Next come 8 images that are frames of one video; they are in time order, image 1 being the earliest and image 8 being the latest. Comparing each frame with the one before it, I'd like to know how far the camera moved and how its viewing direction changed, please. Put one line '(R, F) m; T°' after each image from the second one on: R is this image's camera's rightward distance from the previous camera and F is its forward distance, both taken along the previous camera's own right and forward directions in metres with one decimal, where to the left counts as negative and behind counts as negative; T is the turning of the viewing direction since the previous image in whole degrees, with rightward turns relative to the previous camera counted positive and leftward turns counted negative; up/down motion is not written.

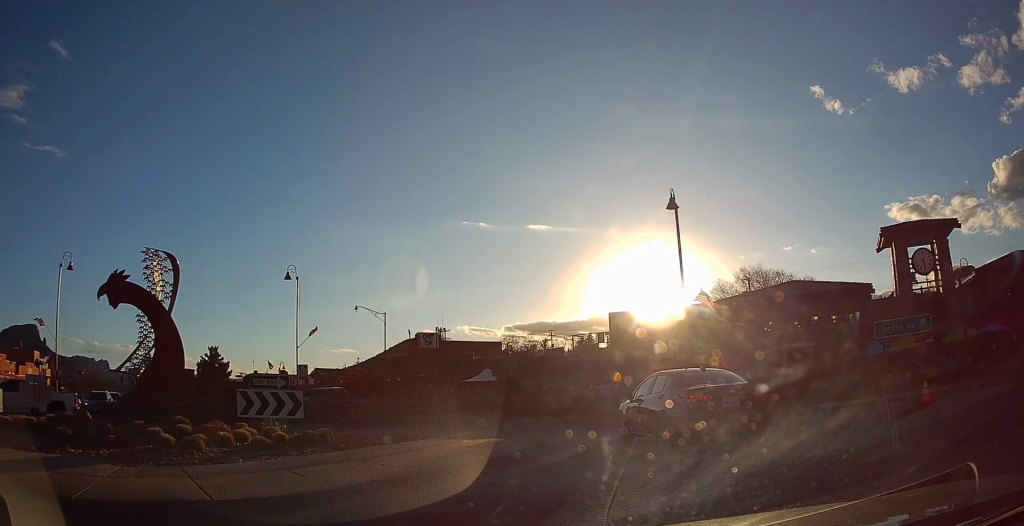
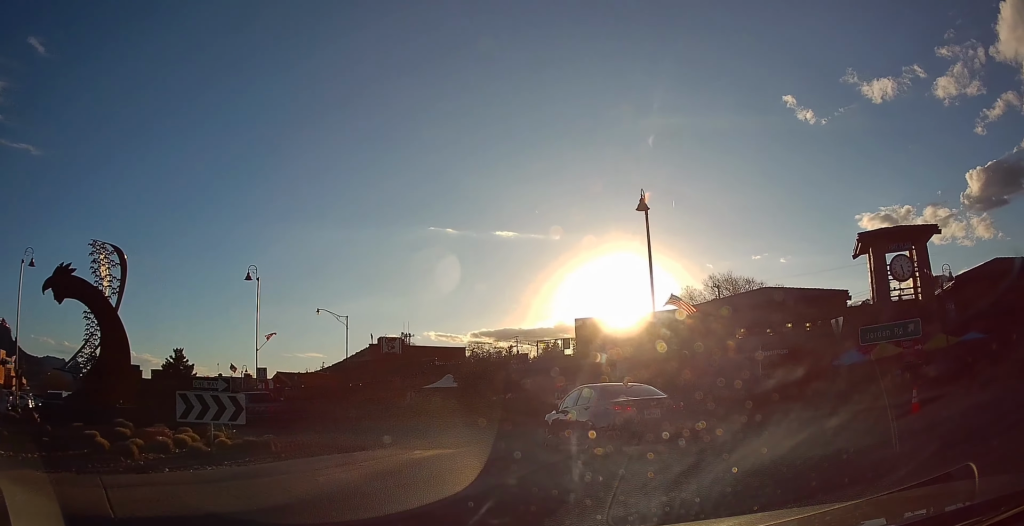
(0.0, +0.8) m; +2°
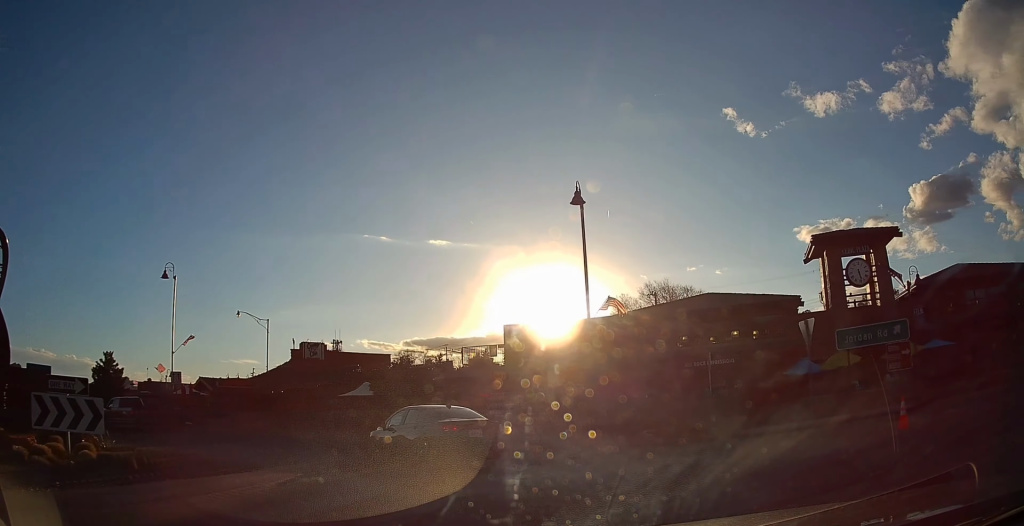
(+0.1, +0.9) m; 0°
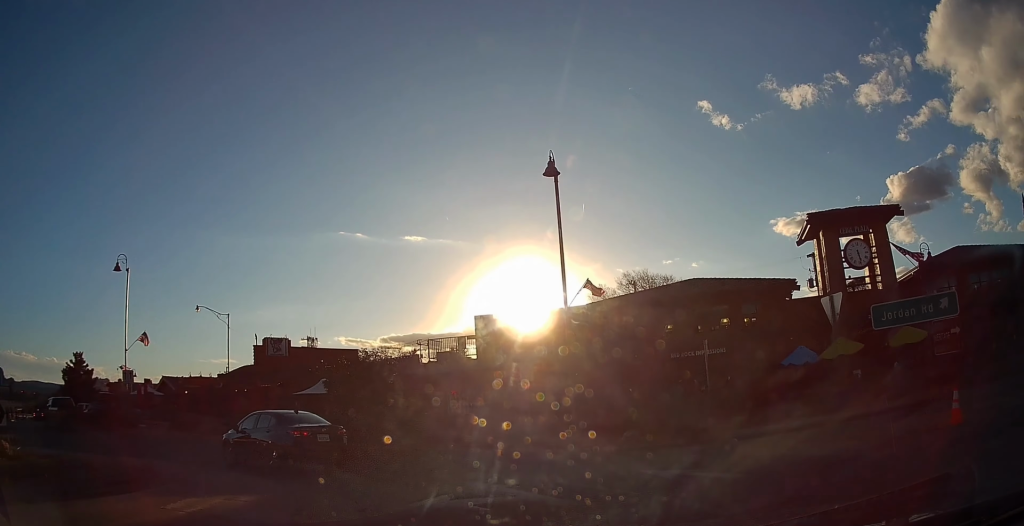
(+0.1, +0.8) m; +3°
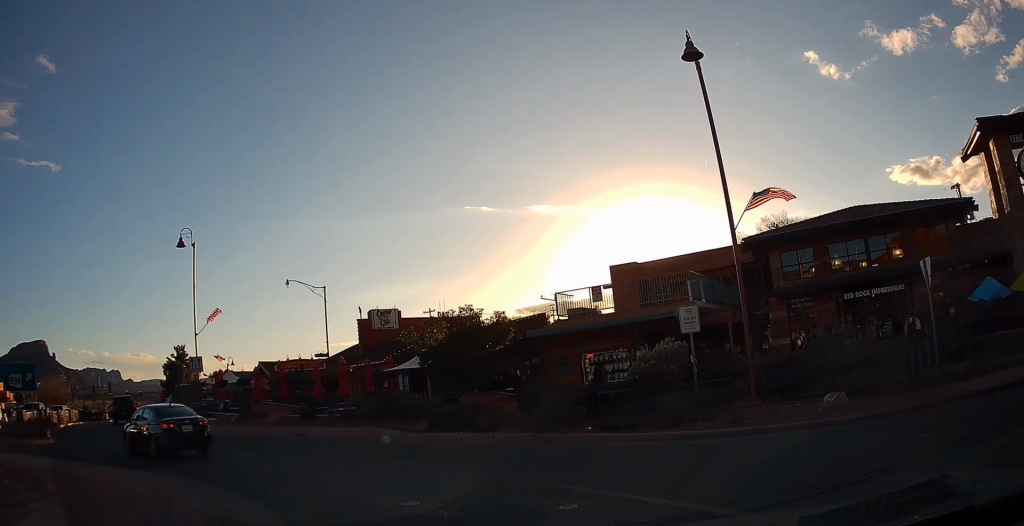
(-0.1, +3.5) m; -7°
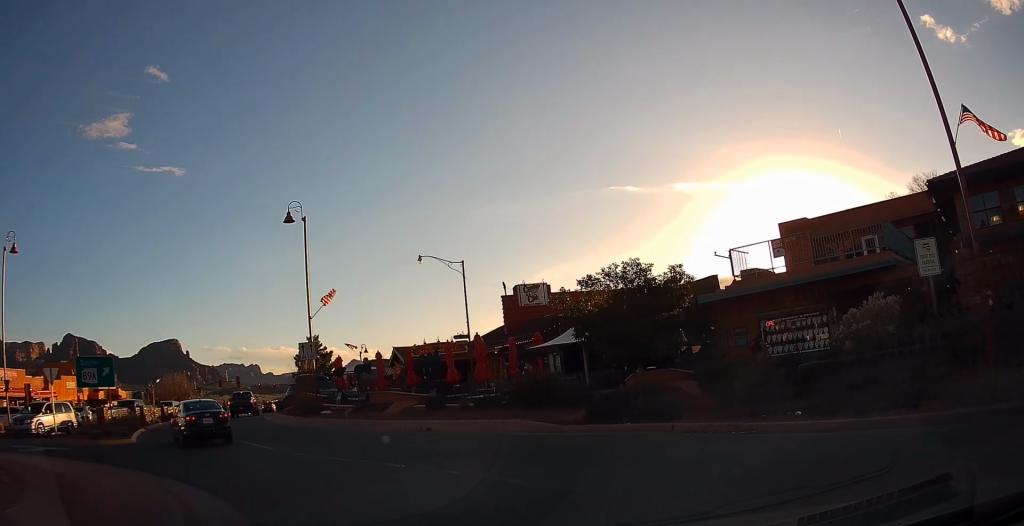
(-0.2, +4.2) m; -6°
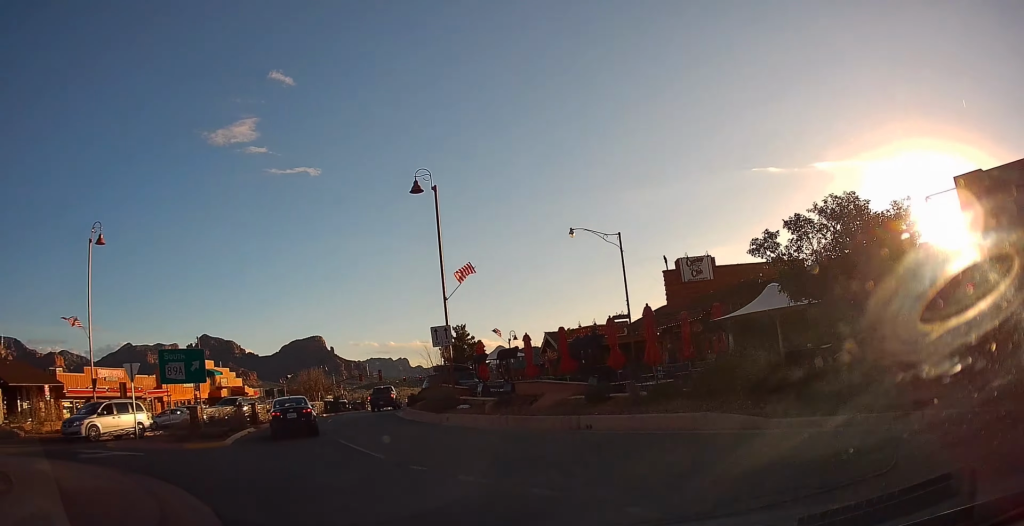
(-0.2, +3.3) m; -8°
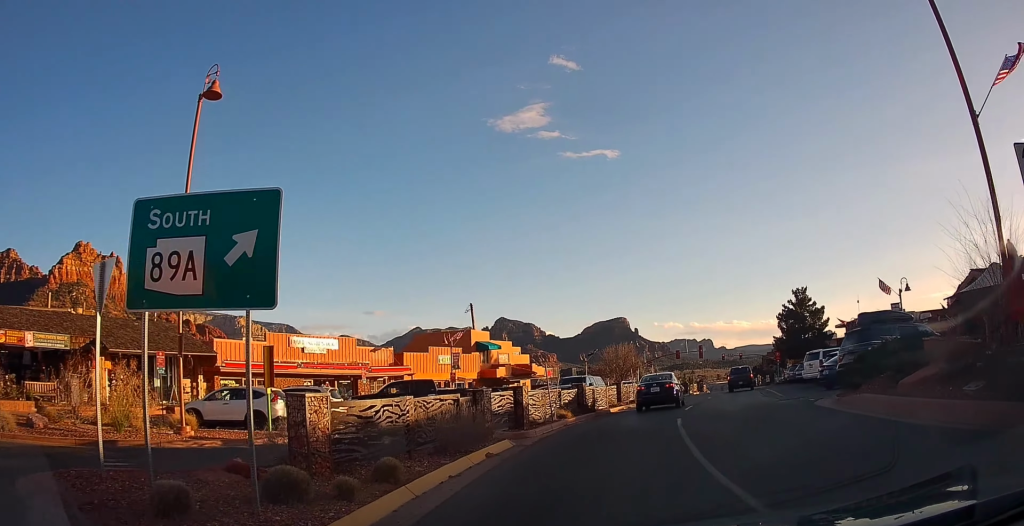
(-4.4, +10.8) m; -37°
